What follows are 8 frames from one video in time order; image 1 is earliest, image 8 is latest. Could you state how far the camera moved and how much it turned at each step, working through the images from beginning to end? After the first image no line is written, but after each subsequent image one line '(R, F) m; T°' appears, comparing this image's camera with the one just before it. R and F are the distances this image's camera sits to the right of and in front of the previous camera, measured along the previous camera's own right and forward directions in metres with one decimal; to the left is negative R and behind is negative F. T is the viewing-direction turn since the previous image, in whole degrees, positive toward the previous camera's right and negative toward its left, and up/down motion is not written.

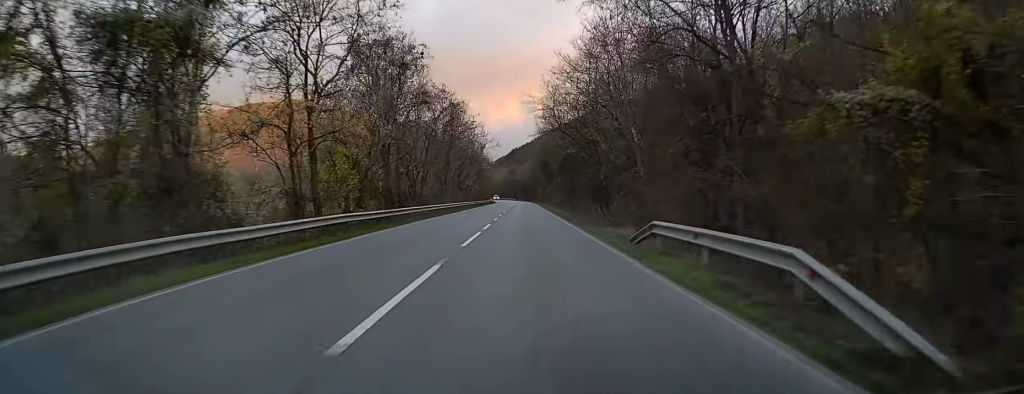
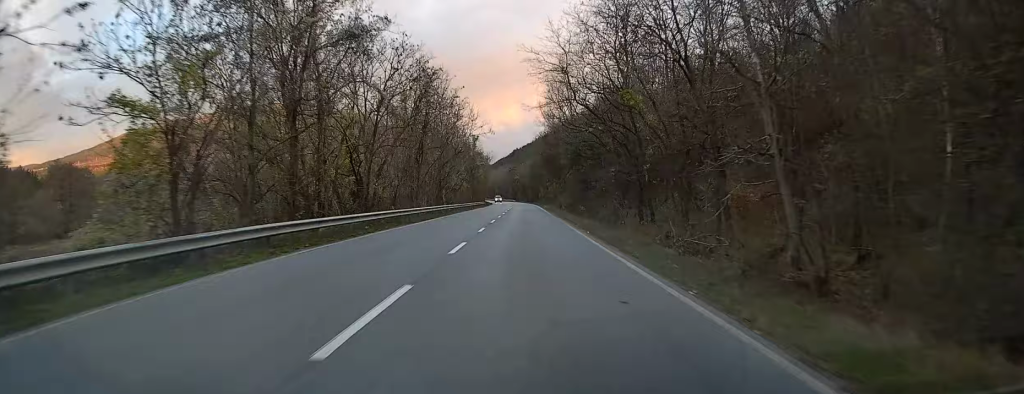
(+0.1, +19.2) m; 0°
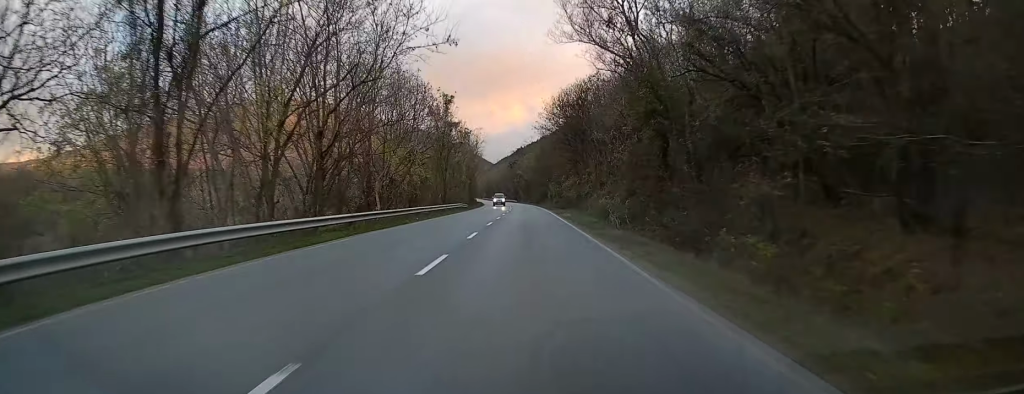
(-0.5, +39.9) m; -1°
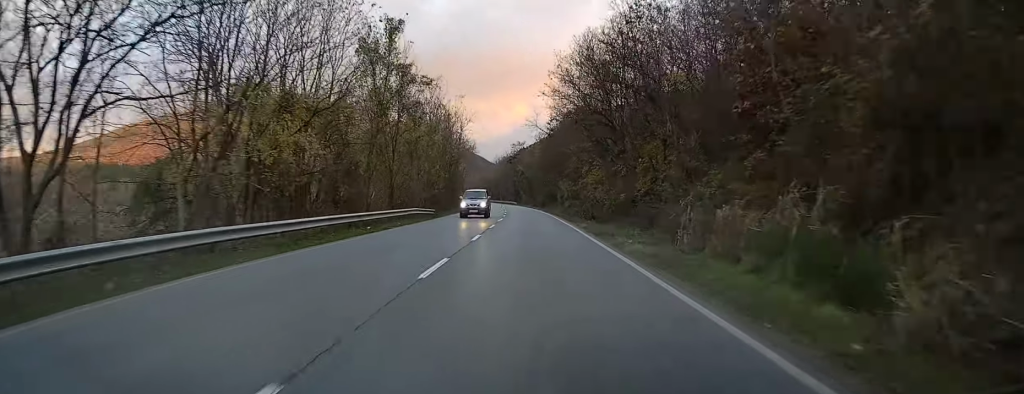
(+0.1, +27.4) m; 0°
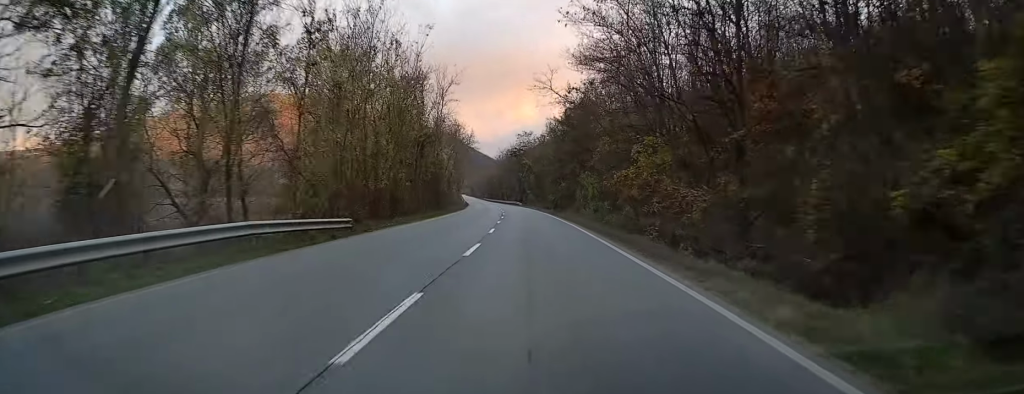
(-0.2, +23.0) m; -1°
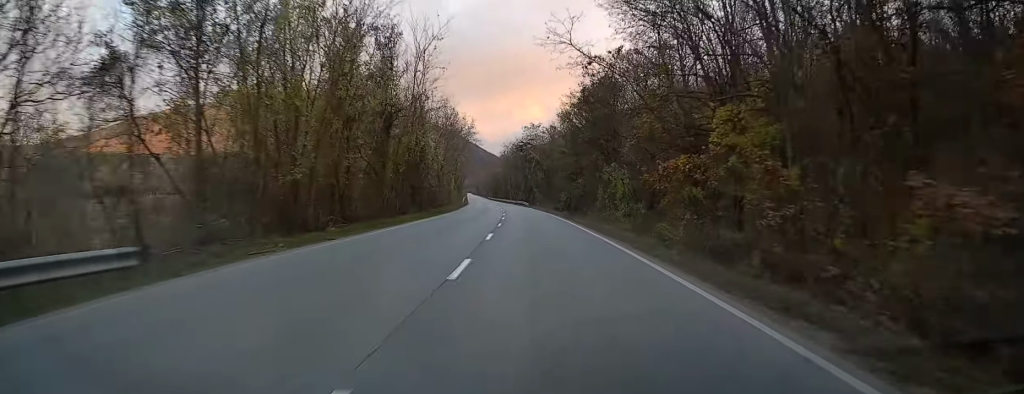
(-0.1, +13.4) m; 0°
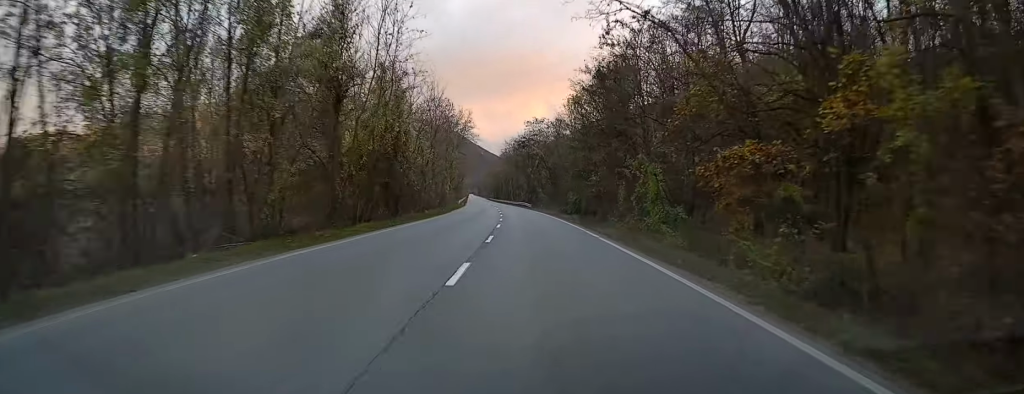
(+0.1, +9.7) m; 0°
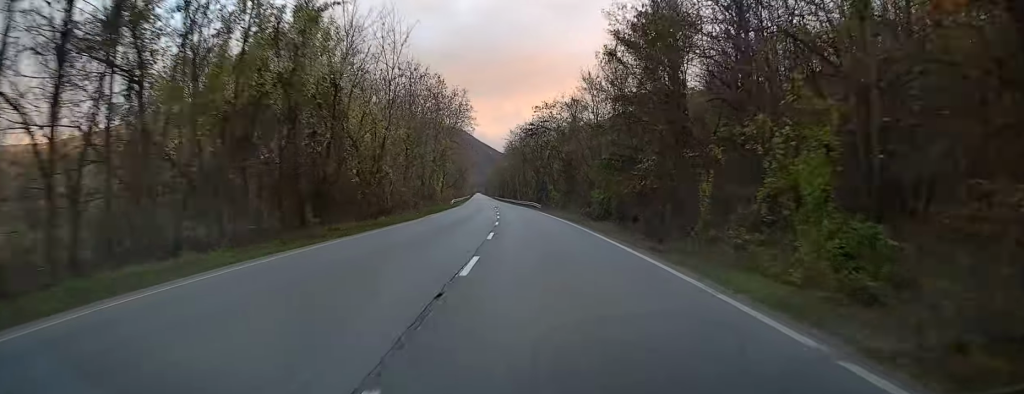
(+0.1, +17.2) m; -1°
